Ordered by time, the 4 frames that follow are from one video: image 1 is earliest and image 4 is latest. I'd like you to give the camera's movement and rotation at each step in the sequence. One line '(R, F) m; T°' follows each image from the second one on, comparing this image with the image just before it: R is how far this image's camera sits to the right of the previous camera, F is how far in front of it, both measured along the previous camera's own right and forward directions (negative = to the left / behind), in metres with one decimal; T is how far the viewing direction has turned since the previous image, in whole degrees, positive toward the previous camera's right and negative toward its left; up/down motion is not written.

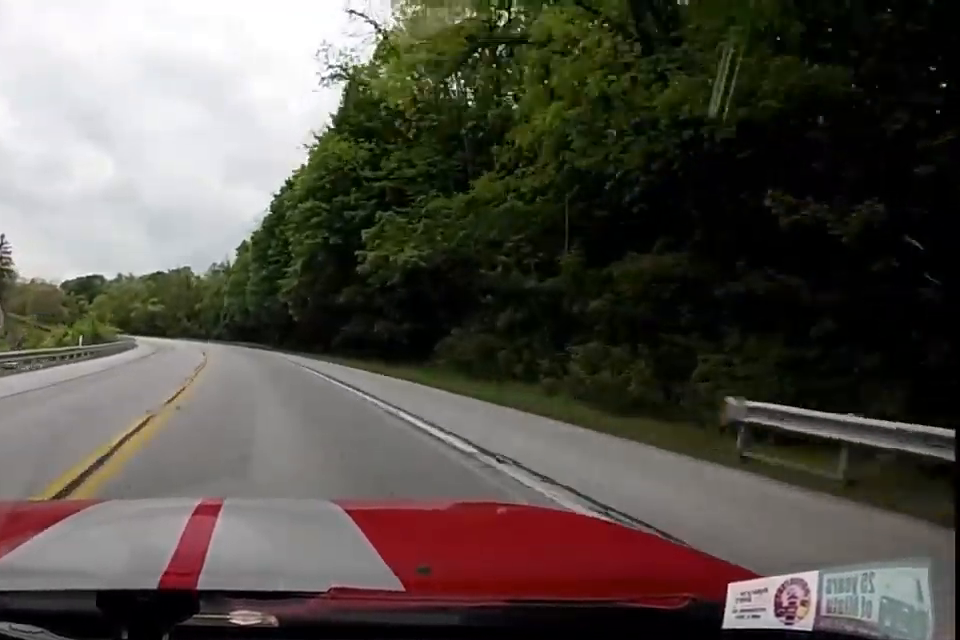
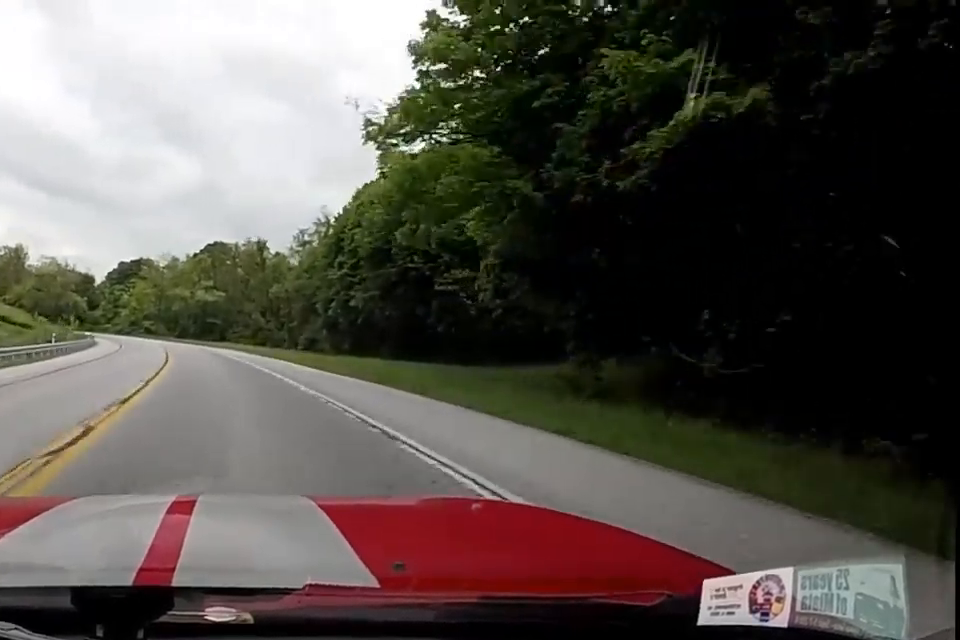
(-9.2, +66.8) m; -17°
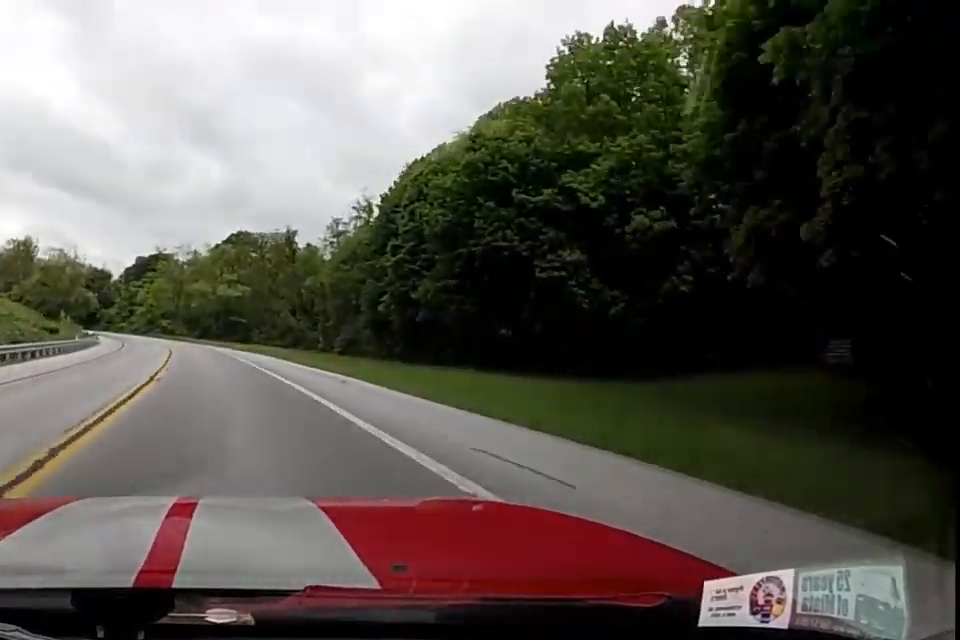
(-0.2, +12.8) m; -3°
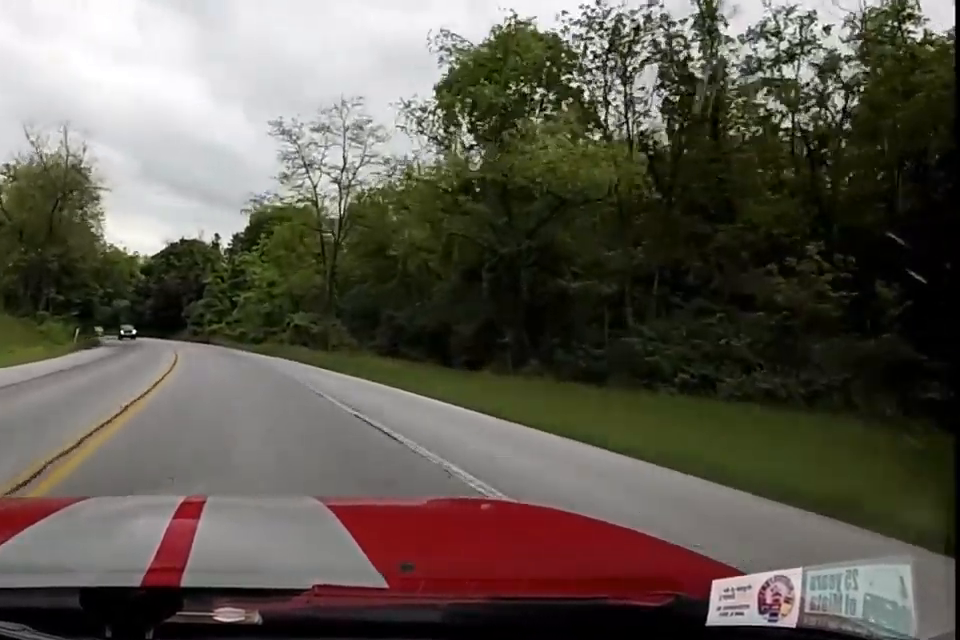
(-3.9, +75.1) m; -8°
